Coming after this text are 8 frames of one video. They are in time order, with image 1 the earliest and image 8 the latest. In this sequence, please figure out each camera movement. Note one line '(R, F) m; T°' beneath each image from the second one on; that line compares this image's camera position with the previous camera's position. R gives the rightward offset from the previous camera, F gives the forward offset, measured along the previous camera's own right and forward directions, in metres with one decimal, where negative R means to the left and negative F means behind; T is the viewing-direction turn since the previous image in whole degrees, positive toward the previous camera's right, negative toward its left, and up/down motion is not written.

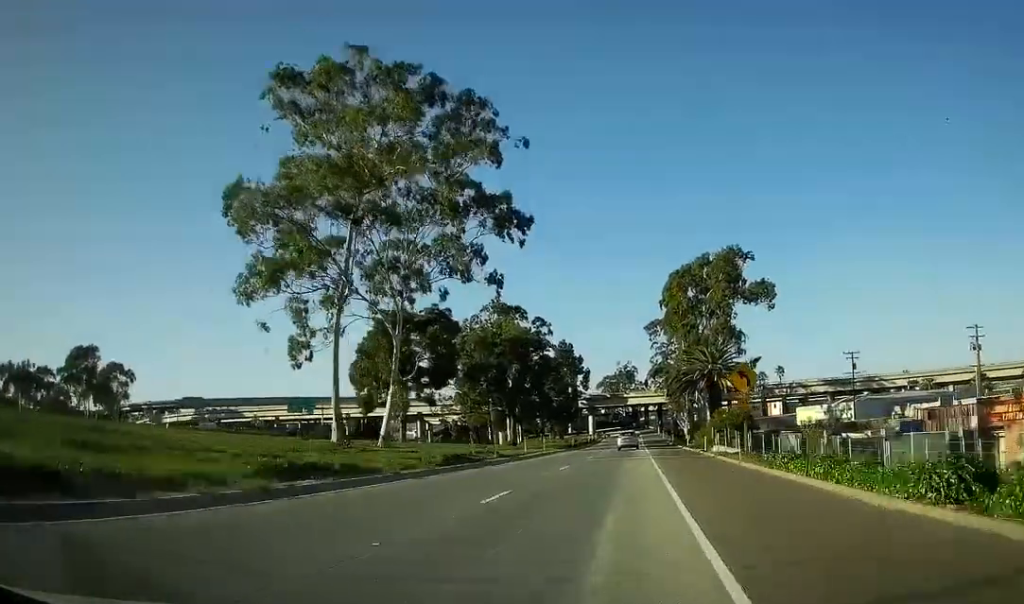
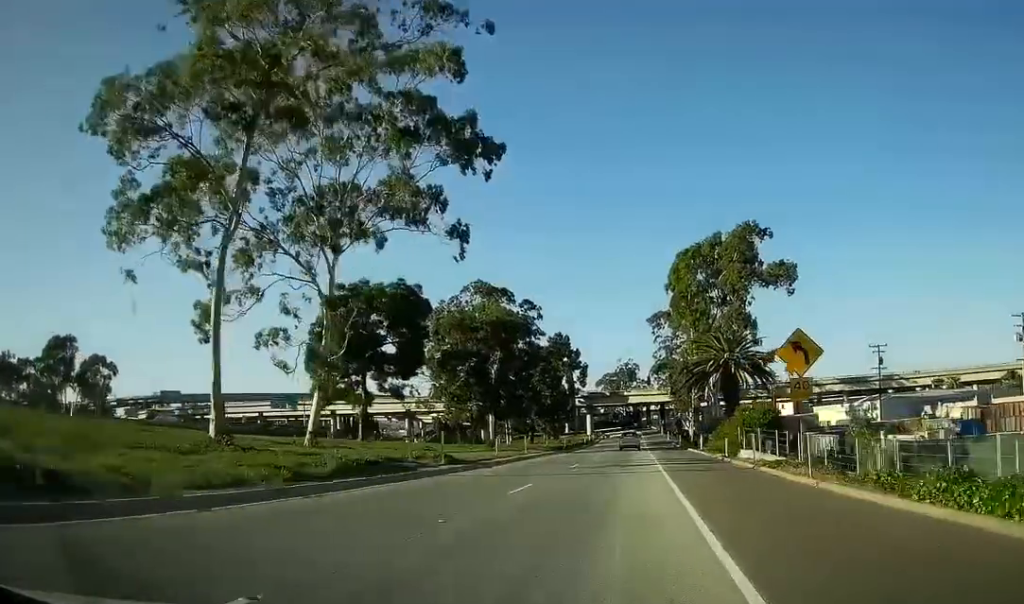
(0.0, +11.7) m; 0°
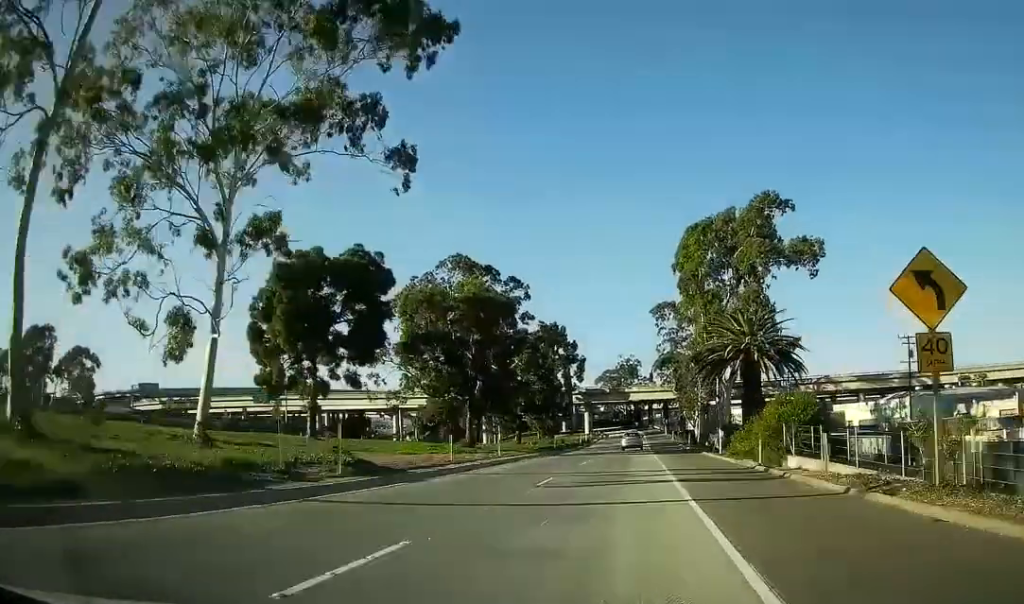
(0.0, +11.7) m; 0°
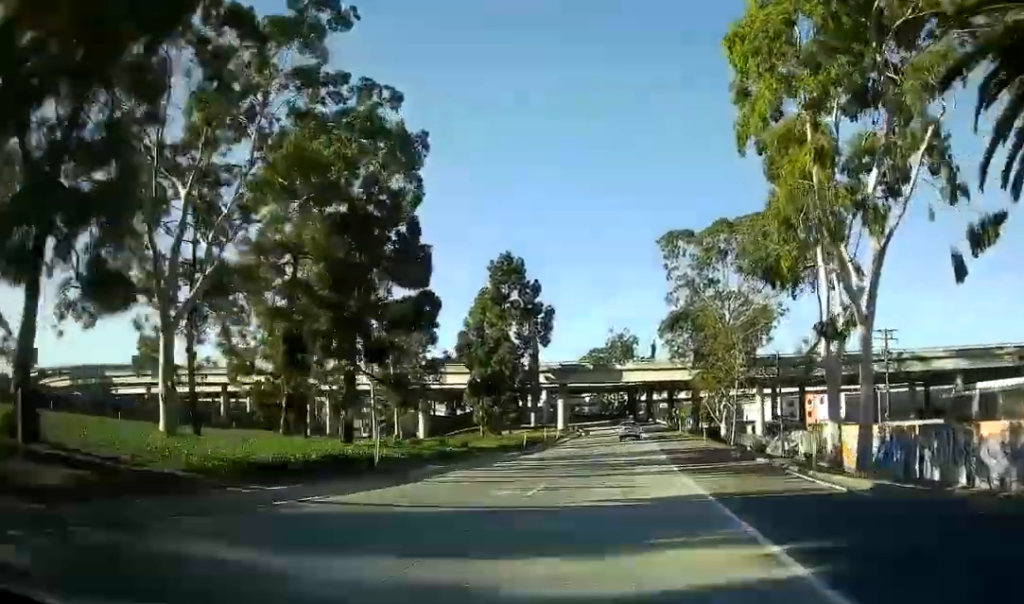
(0.0, +47.9) m; 0°
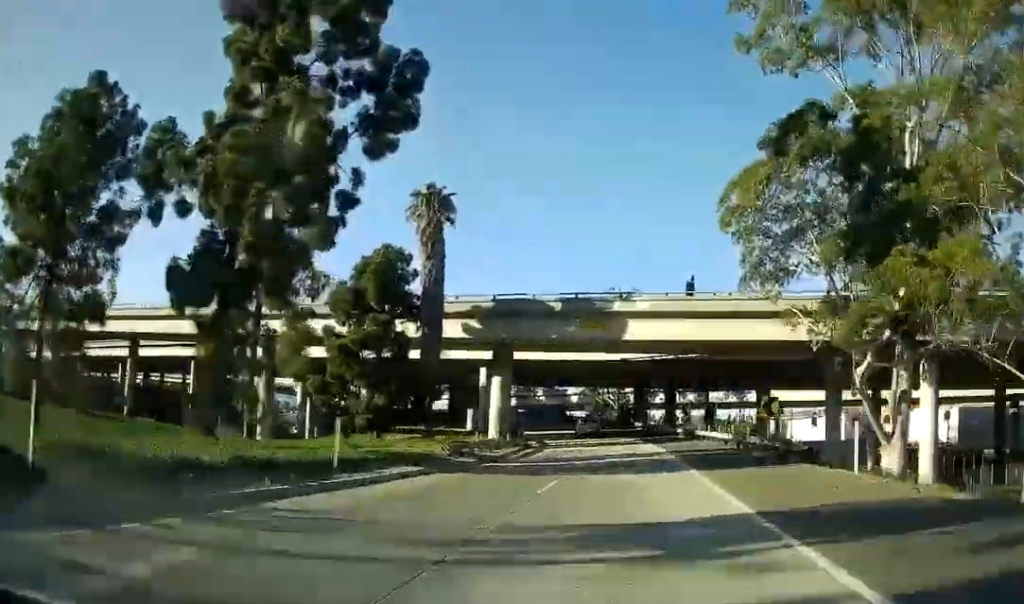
(0.0, +60.7) m; 0°
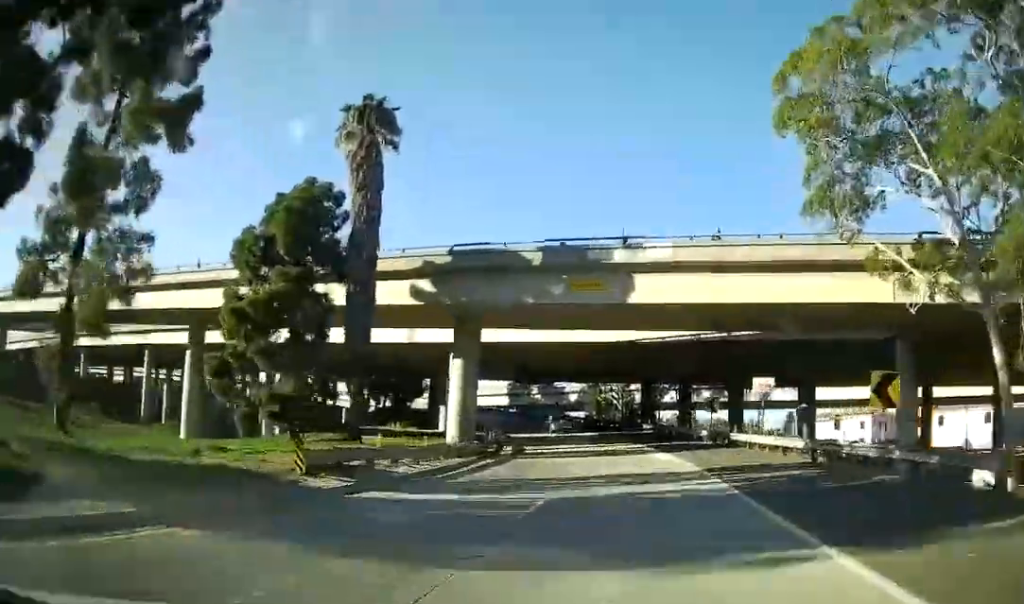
(0.0, +15.9) m; 0°
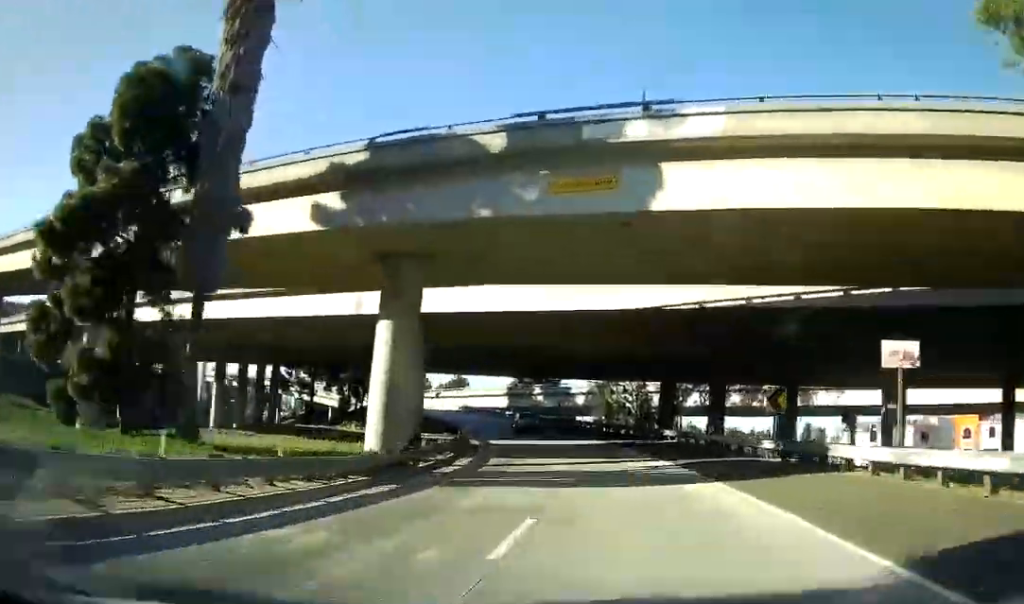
(0.0, +16.0) m; 0°
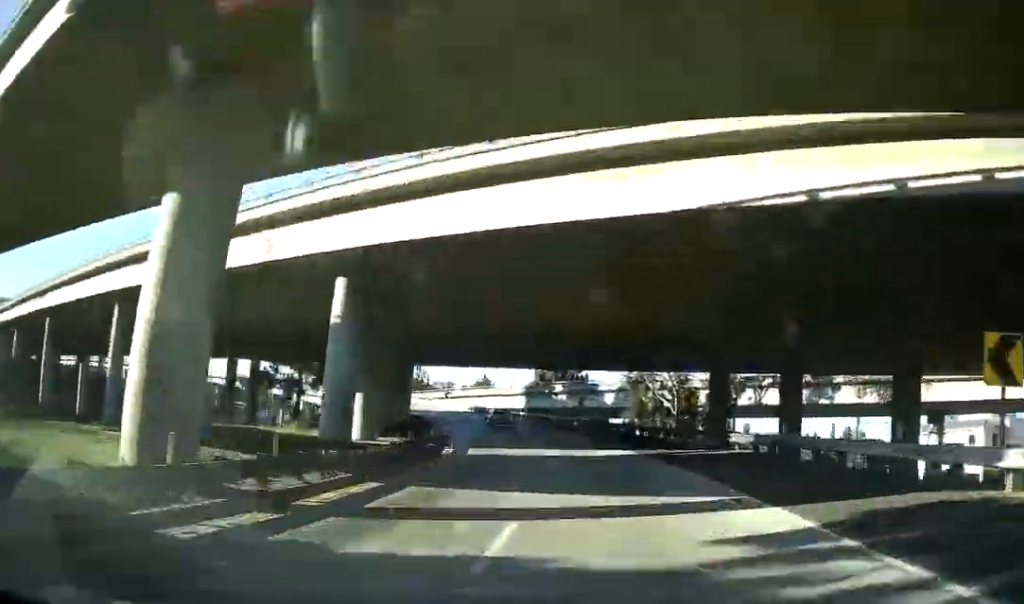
(0.0, +17.9) m; -1°
